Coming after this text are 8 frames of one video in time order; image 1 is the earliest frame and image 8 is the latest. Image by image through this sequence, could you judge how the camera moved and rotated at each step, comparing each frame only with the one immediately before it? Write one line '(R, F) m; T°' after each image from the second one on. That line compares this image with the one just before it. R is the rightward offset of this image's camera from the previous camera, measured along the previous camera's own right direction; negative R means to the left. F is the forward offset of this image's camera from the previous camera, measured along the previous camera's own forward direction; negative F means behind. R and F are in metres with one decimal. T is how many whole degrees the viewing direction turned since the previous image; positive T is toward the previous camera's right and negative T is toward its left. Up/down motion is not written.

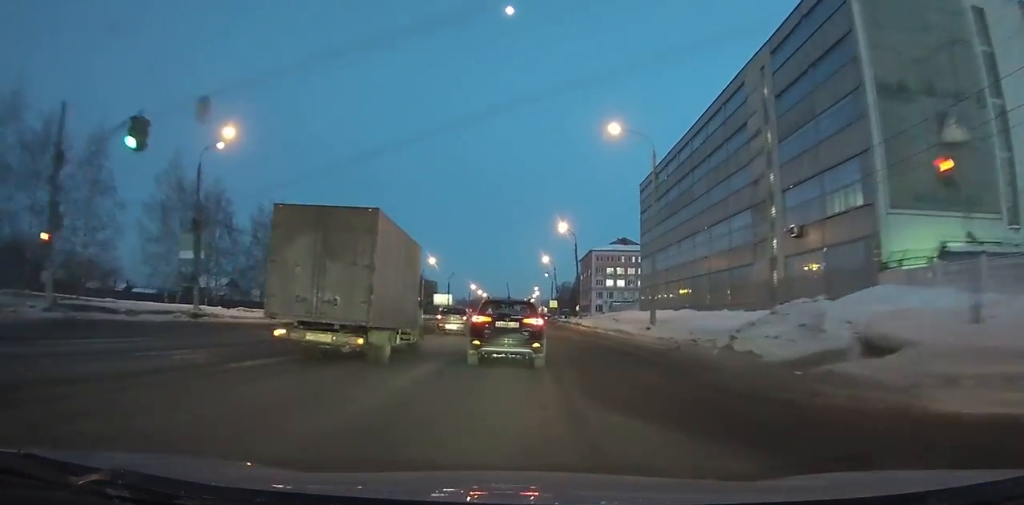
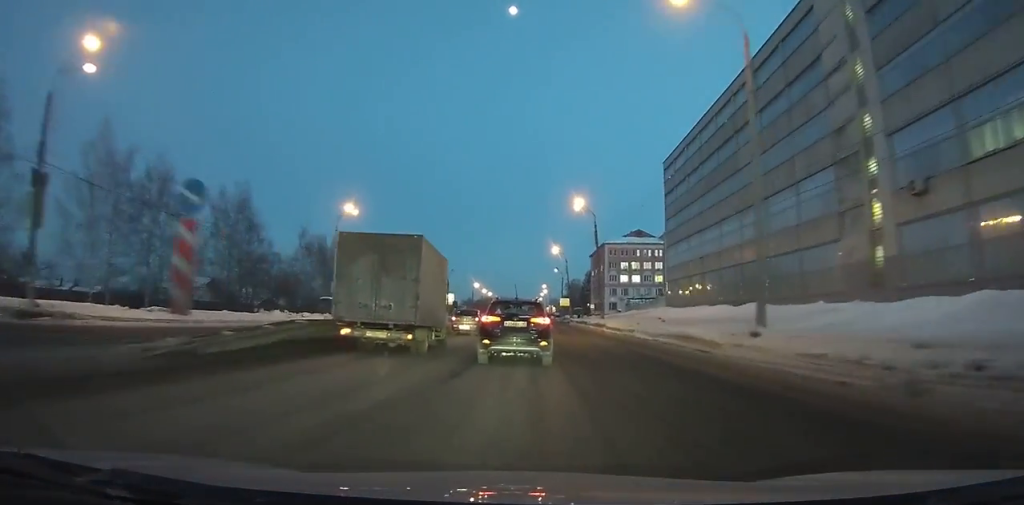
(0.0, +14.6) m; 0°
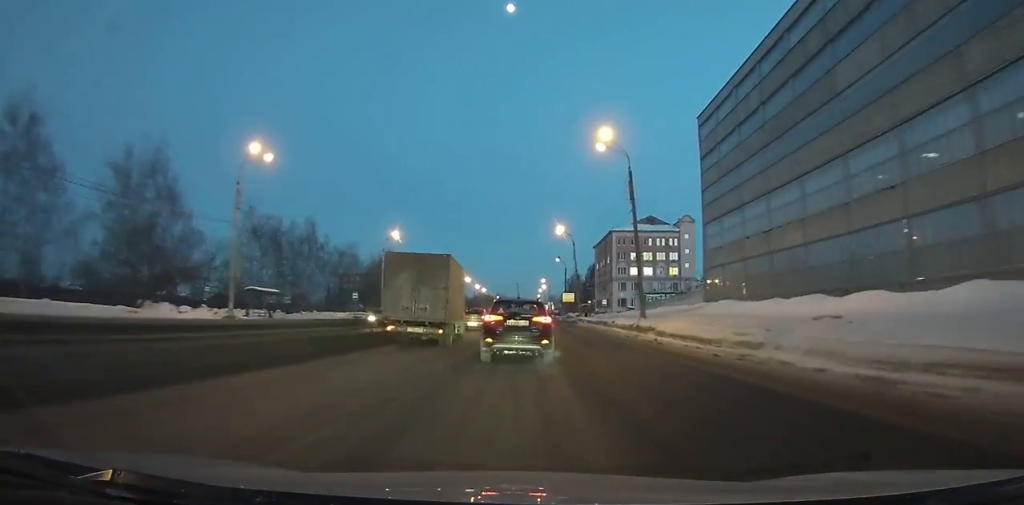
(0.0, +19.4) m; 0°
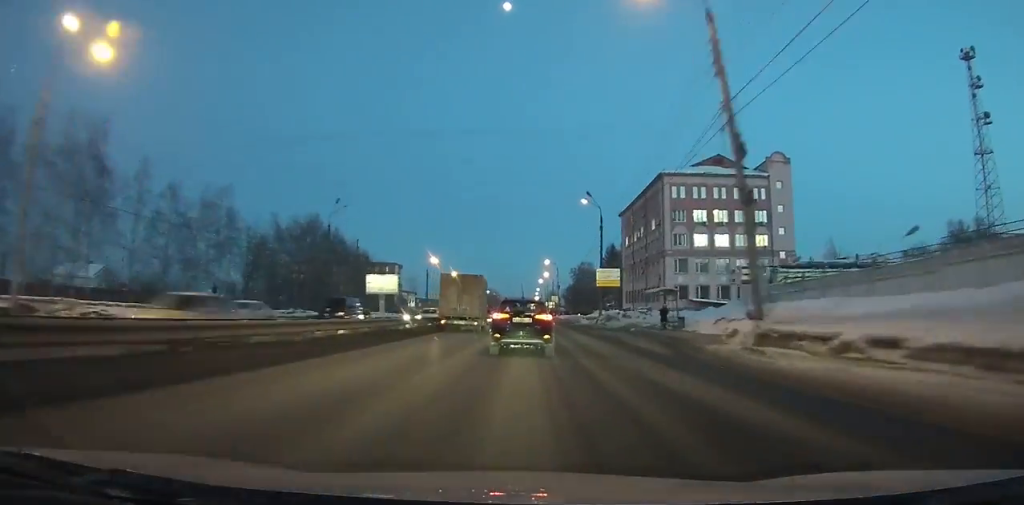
(+0.2, +57.6) m; 0°
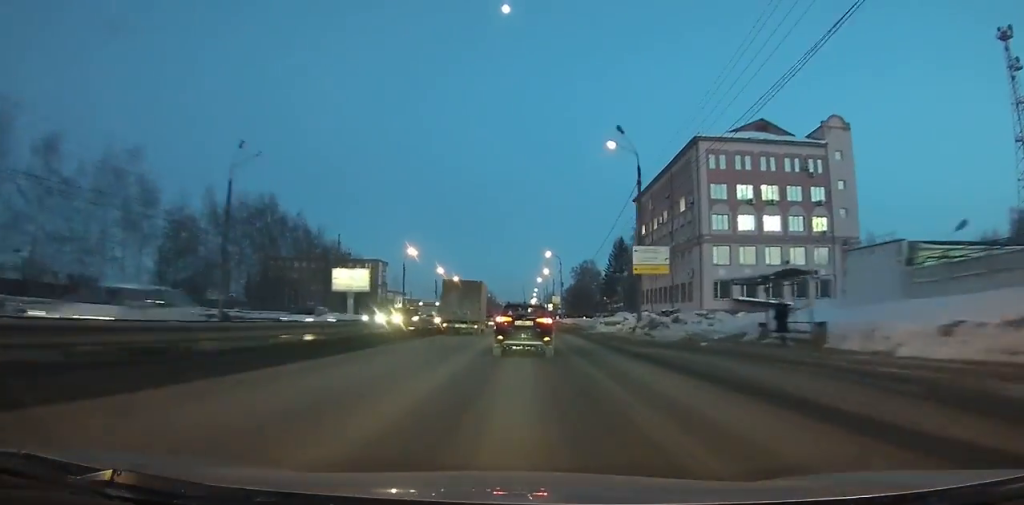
(0.0, +19.4) m; 0°
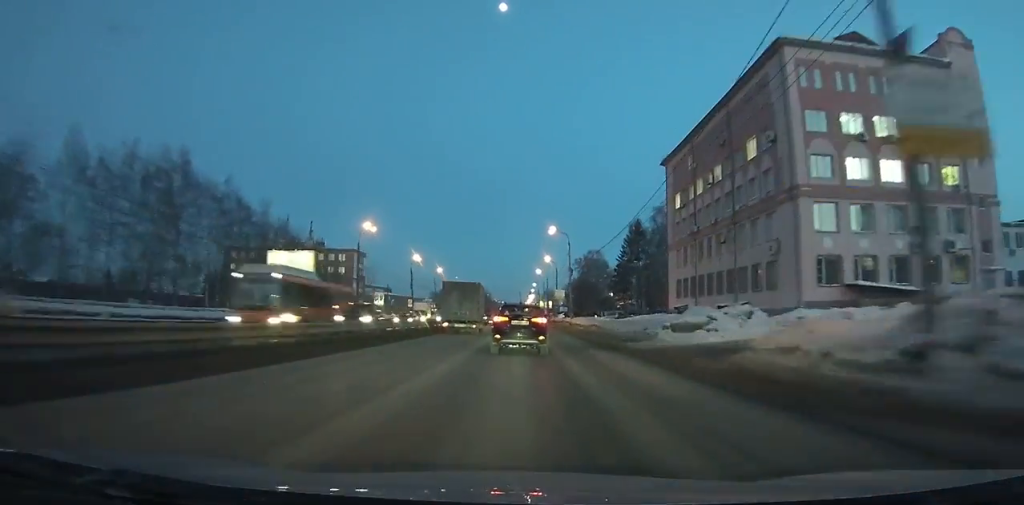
(+0.1, +24.4) m; 0°
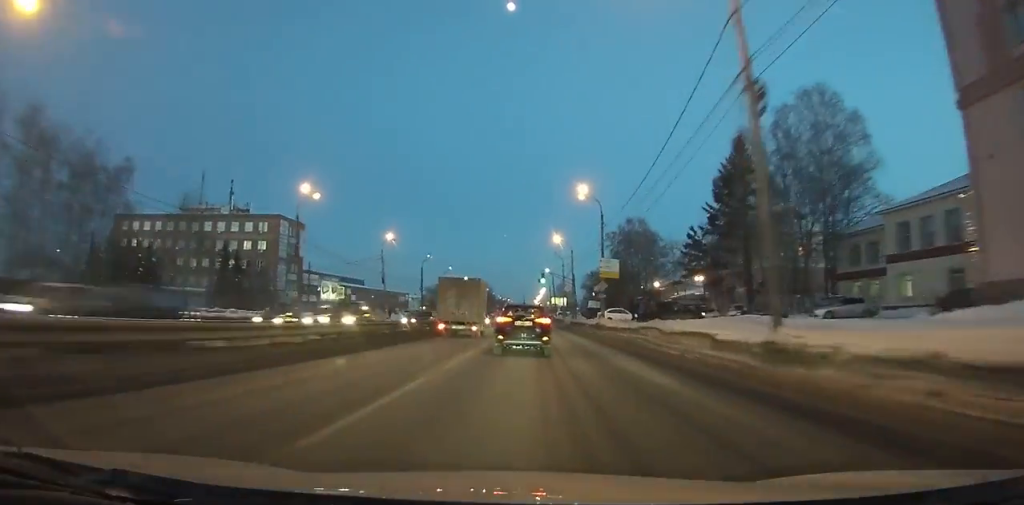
(+0.1, +53.0) m; 0°
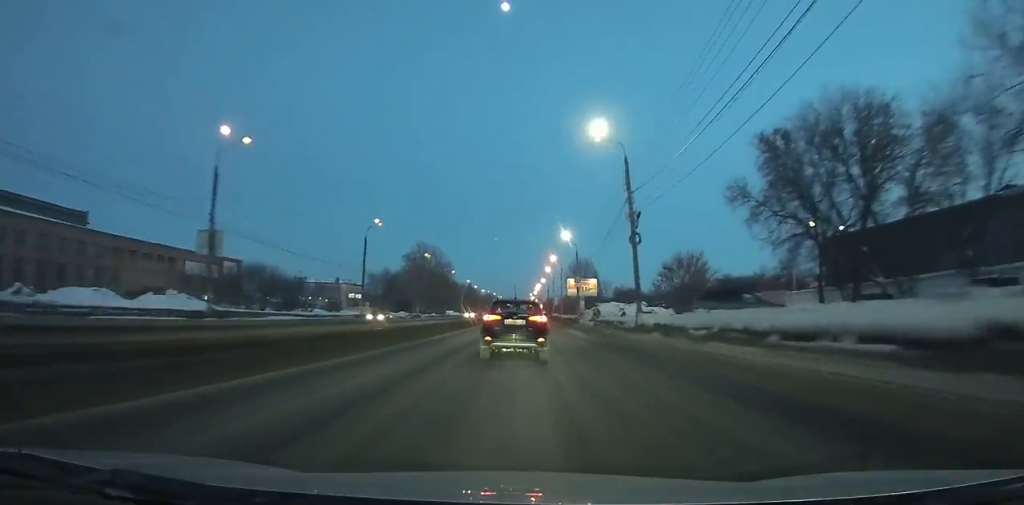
(-0.3, +128.6) m; 0°
